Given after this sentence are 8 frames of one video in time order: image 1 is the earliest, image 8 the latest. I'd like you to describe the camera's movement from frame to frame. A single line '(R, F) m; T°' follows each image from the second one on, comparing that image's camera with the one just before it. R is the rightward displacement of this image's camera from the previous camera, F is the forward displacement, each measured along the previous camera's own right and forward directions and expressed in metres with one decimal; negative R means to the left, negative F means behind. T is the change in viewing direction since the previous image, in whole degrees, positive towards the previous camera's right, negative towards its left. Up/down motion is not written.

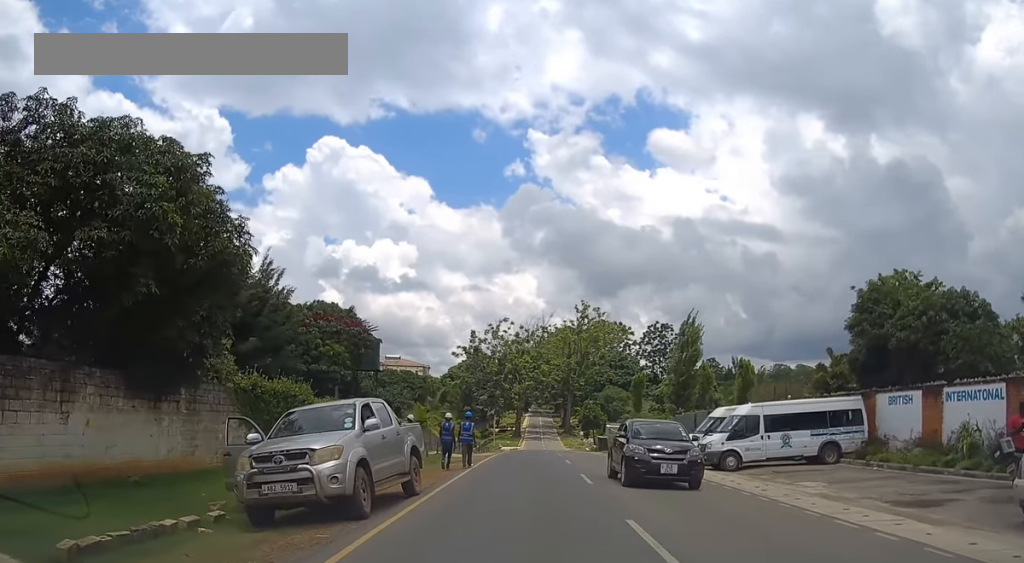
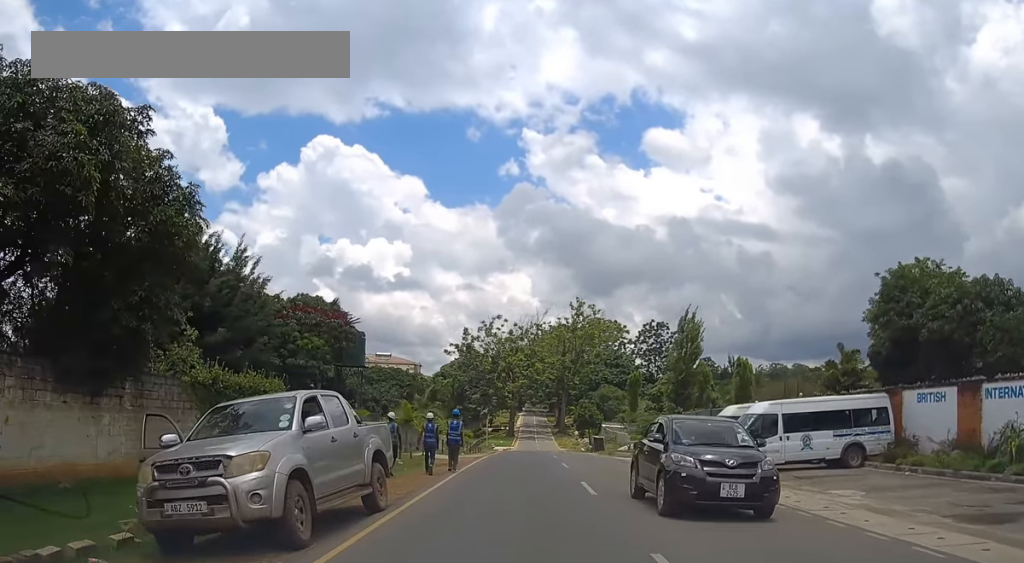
(0.0, +2.4) m; 0°
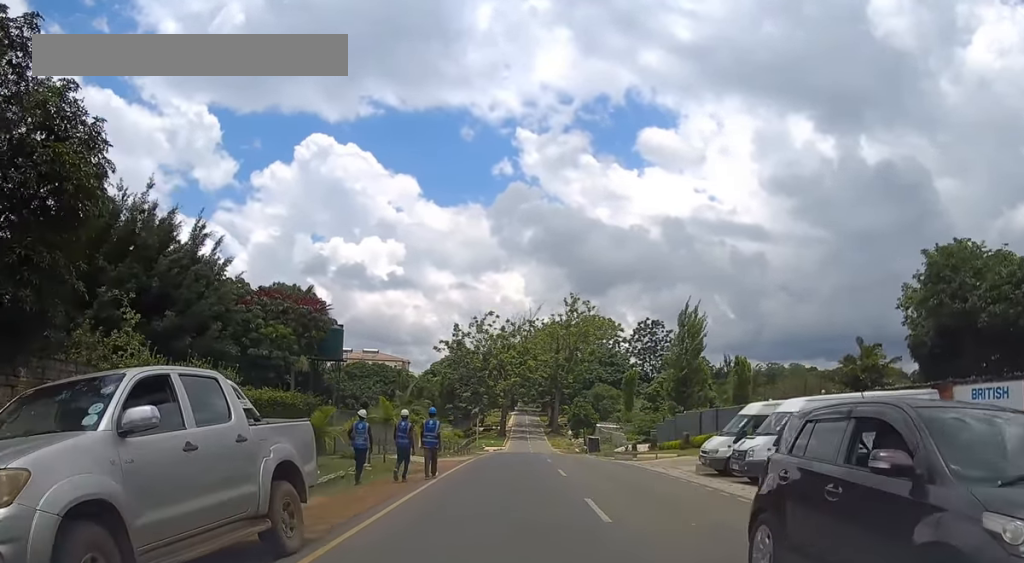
(0.0, +3.6) m; 0°
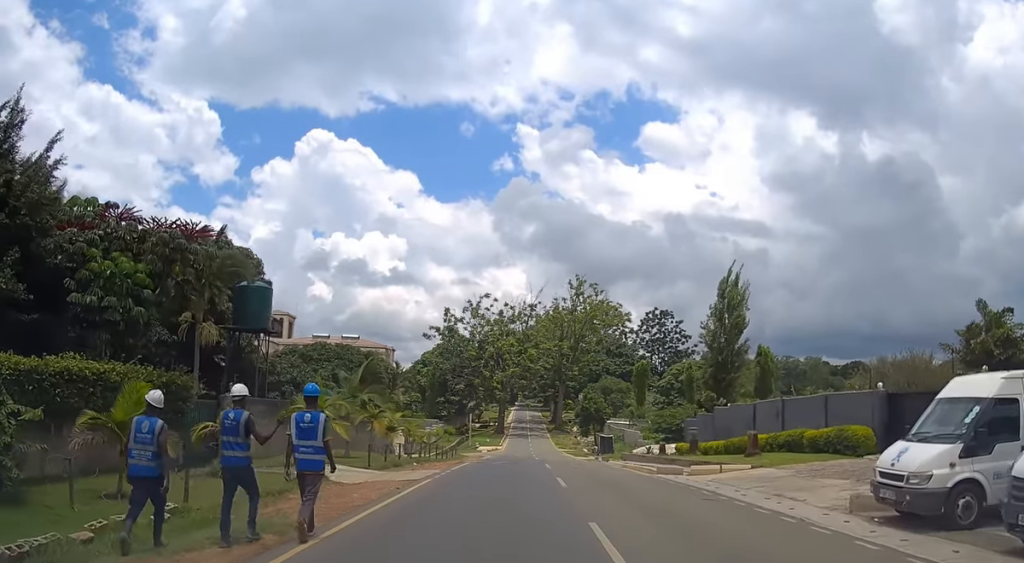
(0.0, +11.8) m; 0°
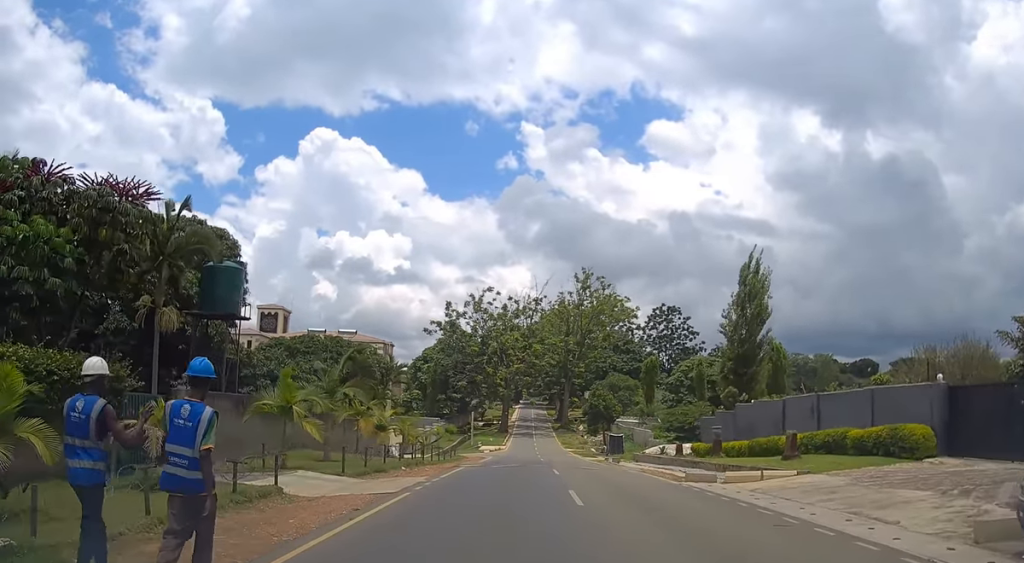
(0.0, +3.8) m; 0°
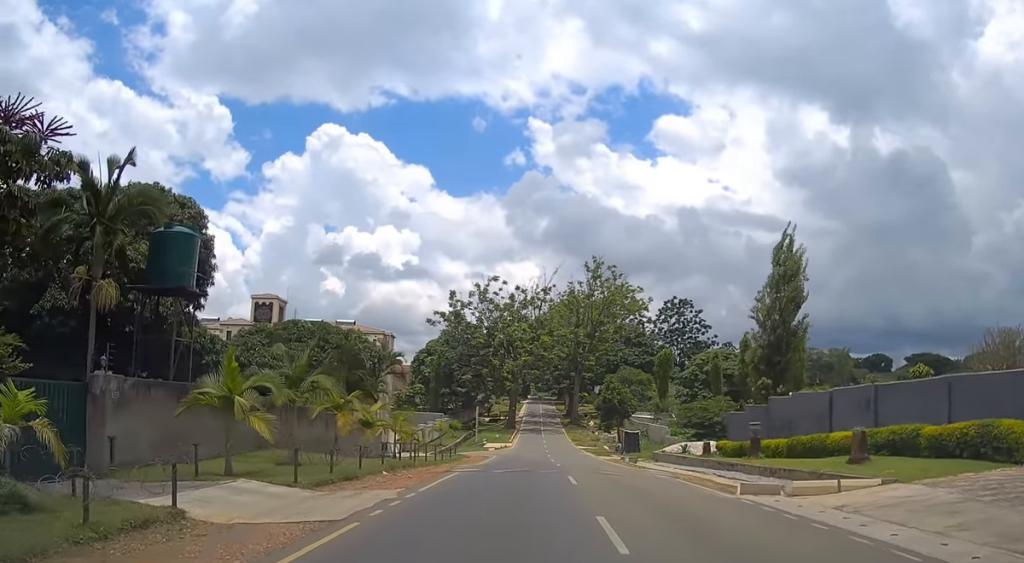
(0.0, +4.7) m; -1°
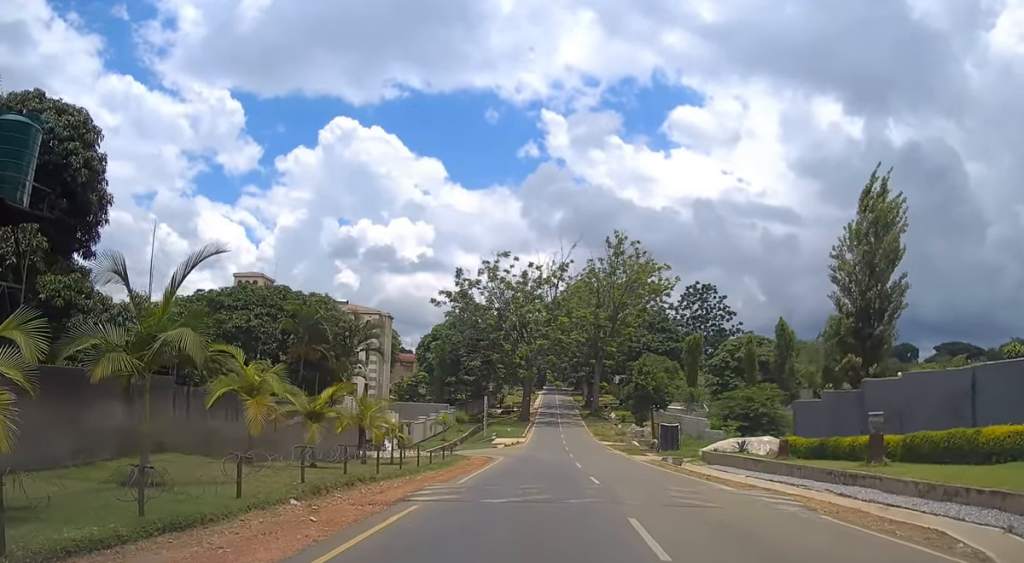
(-0.2, +9.7) m; -2°
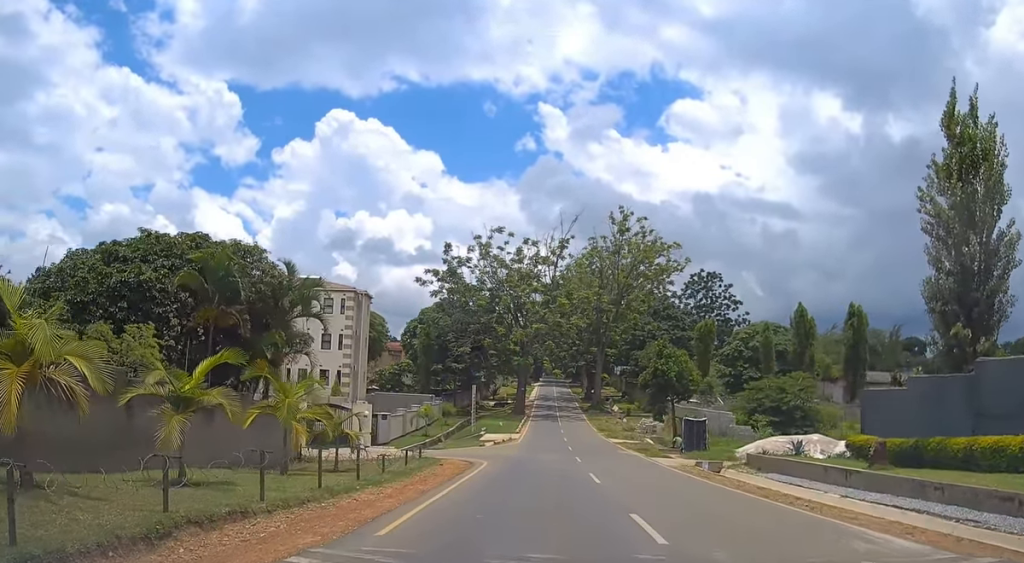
(0.0, +9.3) m; +1°
